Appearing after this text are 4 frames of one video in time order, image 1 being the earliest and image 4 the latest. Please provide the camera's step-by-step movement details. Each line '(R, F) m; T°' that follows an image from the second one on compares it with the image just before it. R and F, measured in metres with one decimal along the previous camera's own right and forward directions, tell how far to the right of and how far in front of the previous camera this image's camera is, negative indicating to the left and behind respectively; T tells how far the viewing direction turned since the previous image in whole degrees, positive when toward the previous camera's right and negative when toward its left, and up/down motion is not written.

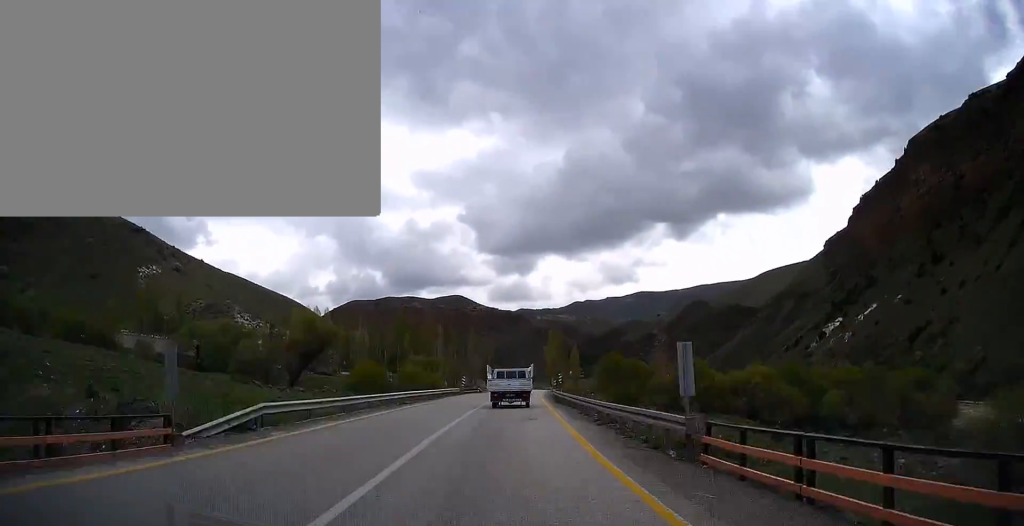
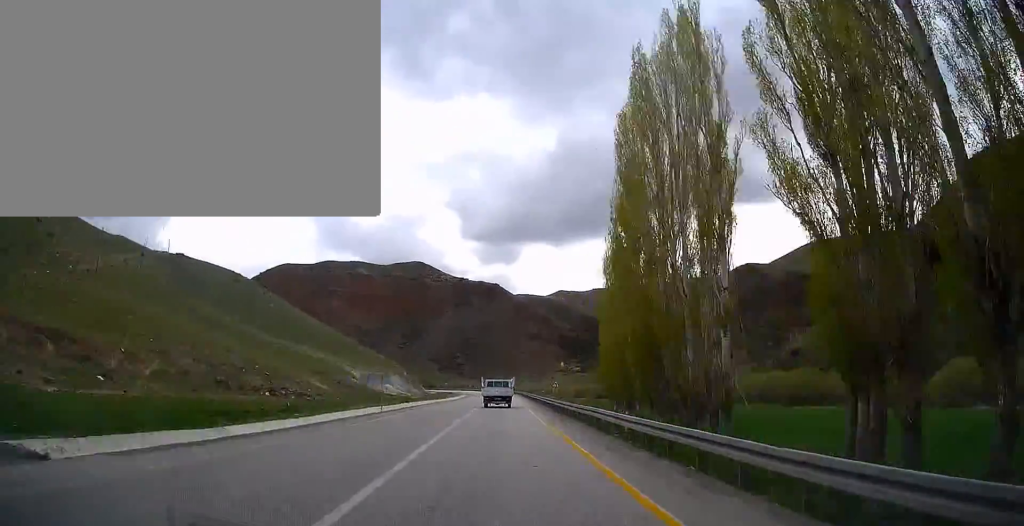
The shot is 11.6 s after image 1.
(+8.7, +252.3) m; -2°
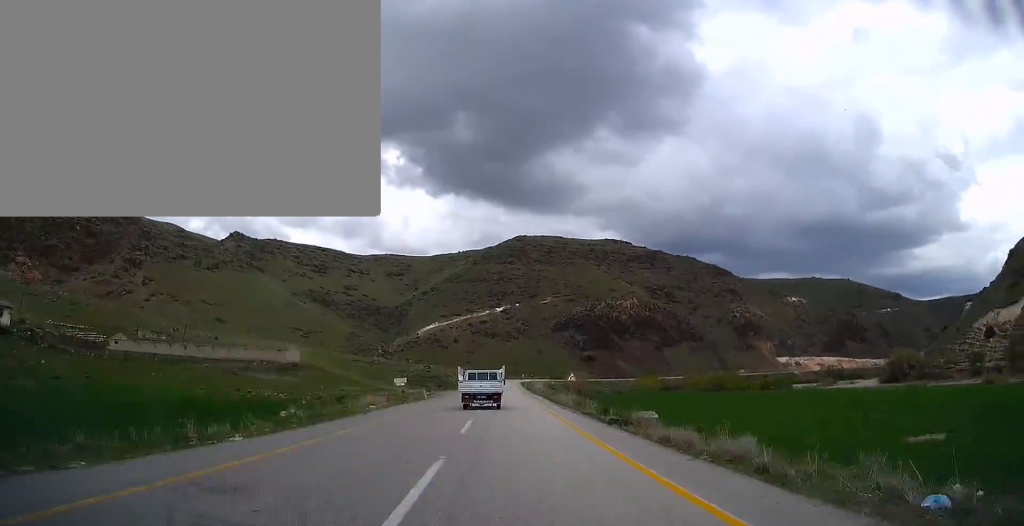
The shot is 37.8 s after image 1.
(-355.5, +393.3) m; -74°
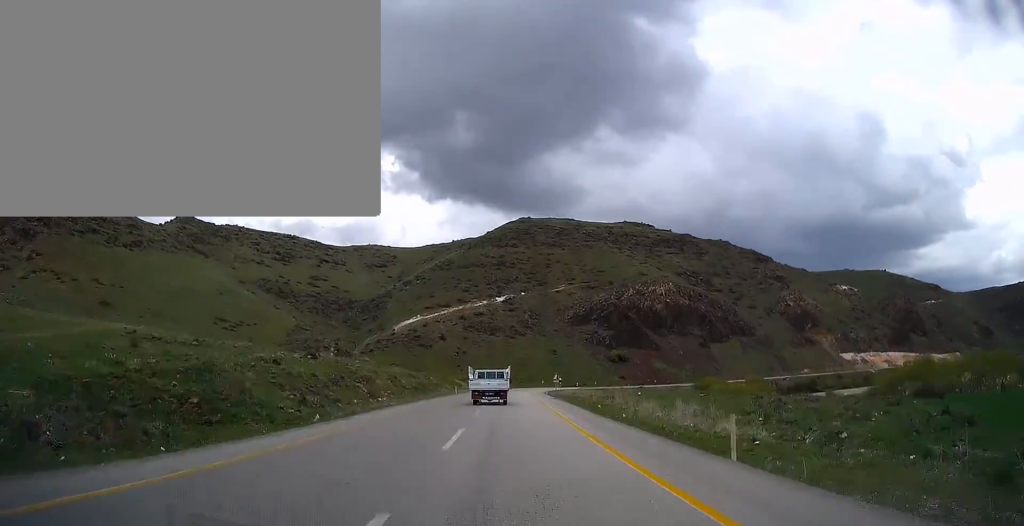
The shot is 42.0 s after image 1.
(-2.3, +97.9) m; +4°
